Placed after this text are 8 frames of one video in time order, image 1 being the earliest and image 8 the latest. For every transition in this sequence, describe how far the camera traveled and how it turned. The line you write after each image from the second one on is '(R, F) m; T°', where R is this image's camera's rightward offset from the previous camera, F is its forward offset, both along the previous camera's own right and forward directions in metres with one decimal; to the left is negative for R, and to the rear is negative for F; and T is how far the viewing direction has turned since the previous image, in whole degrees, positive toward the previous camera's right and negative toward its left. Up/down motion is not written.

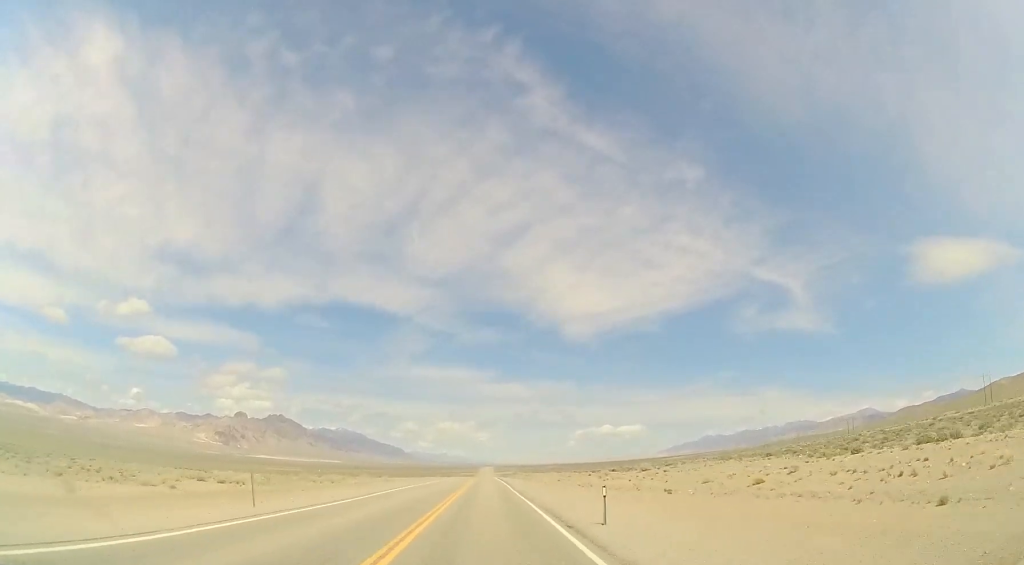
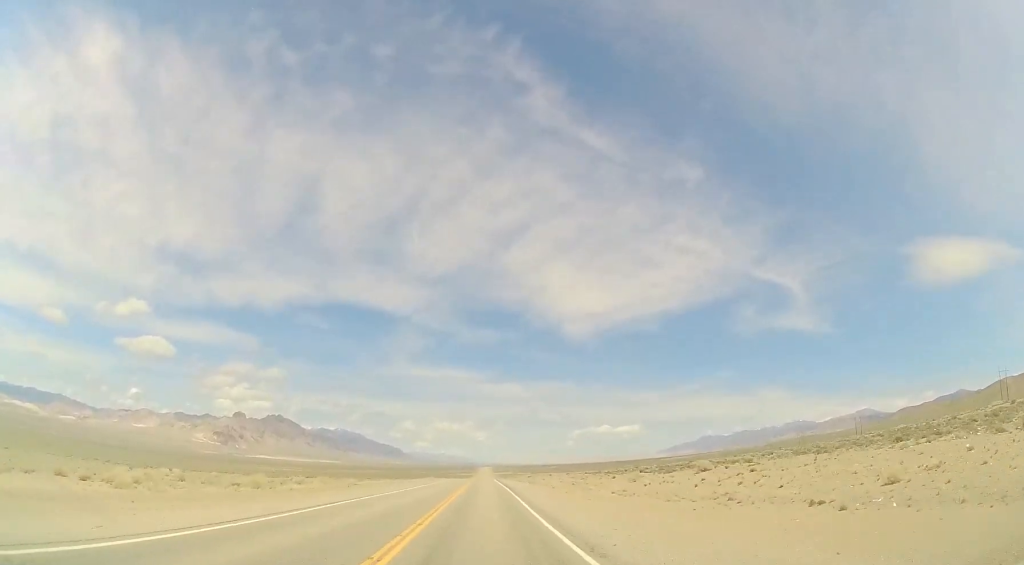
(+0.1, +15.8) m; 0°
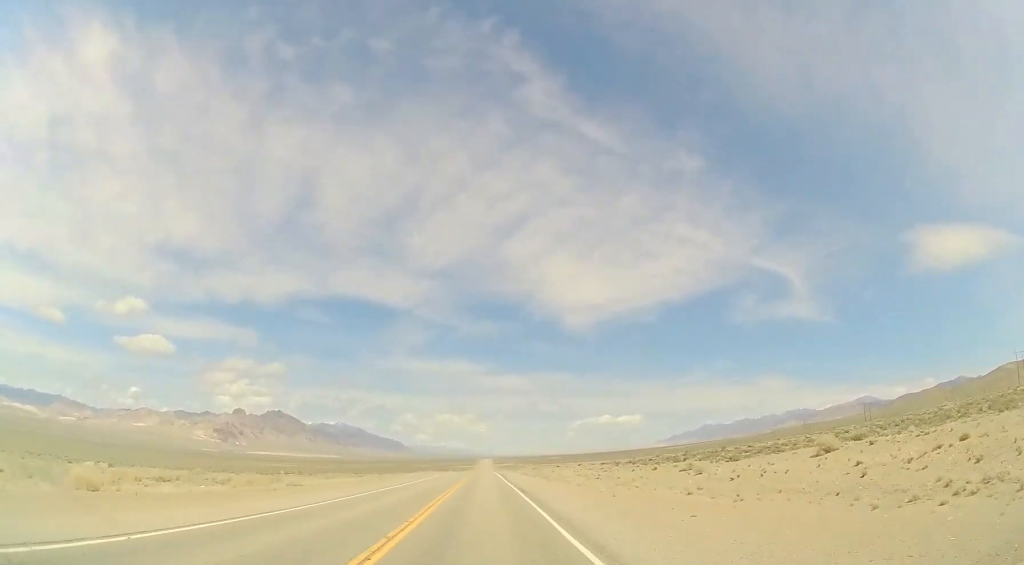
(0.0, +15.8) m; 0°
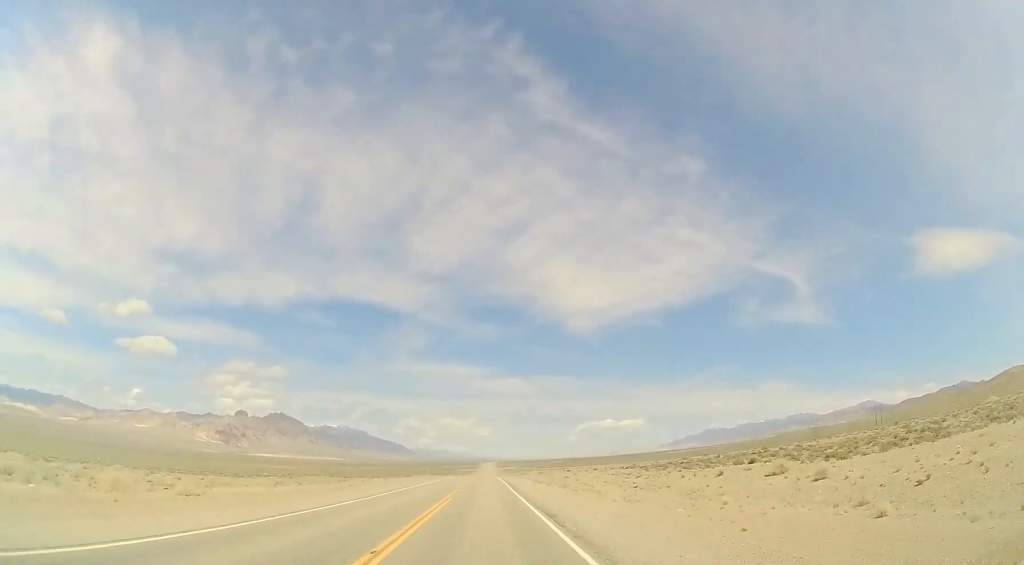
(+0.2, +13.7) m; 0°
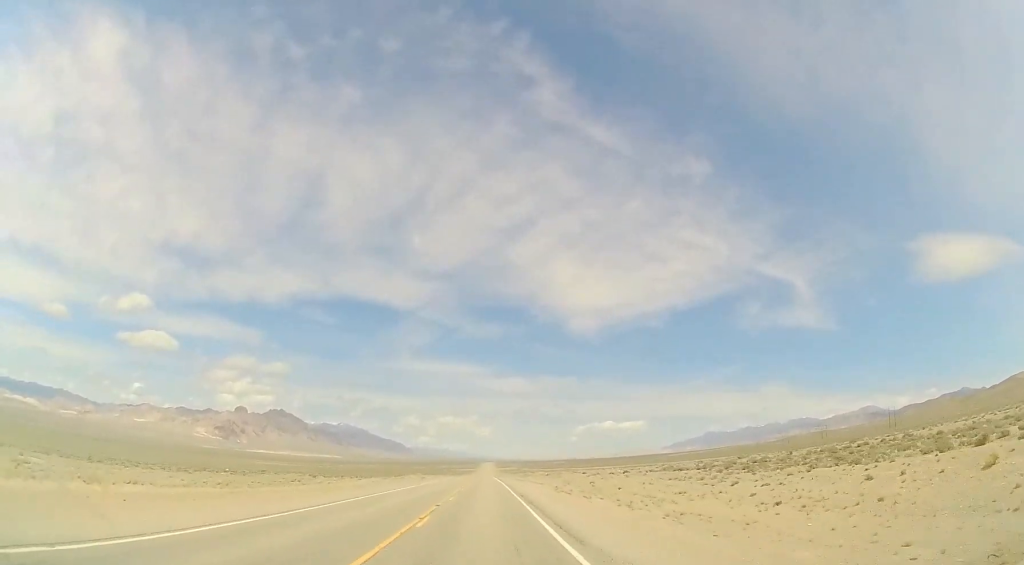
(0.0, +22.2) m; -1°
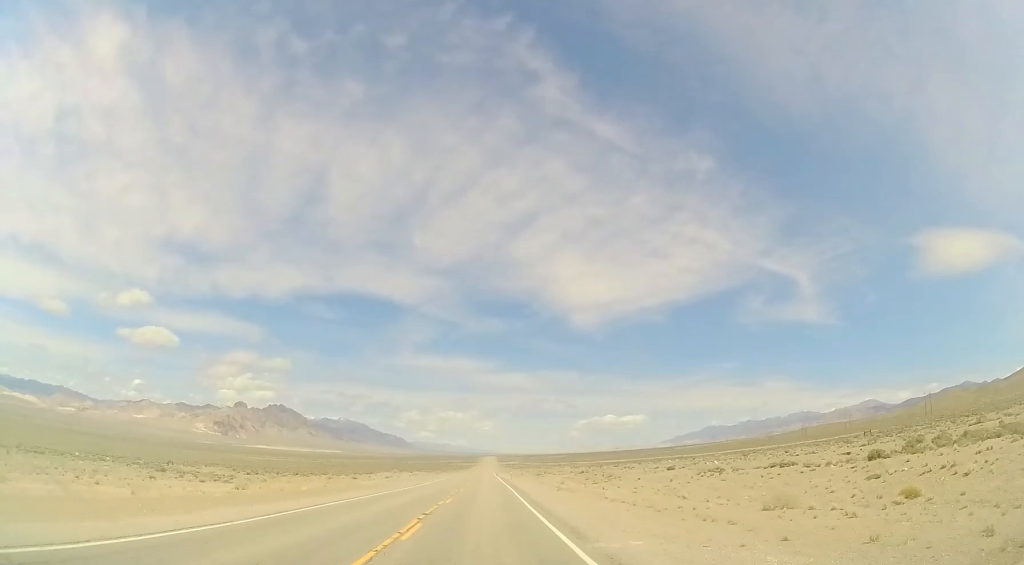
(-0.4, +52.6) m; -1°
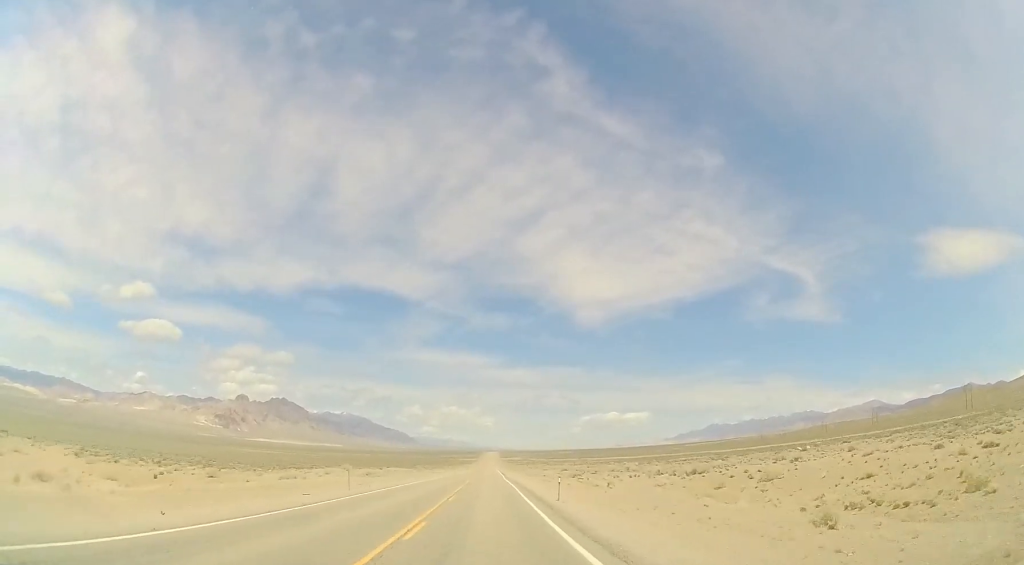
(-0.2, +49.7) m; 0°
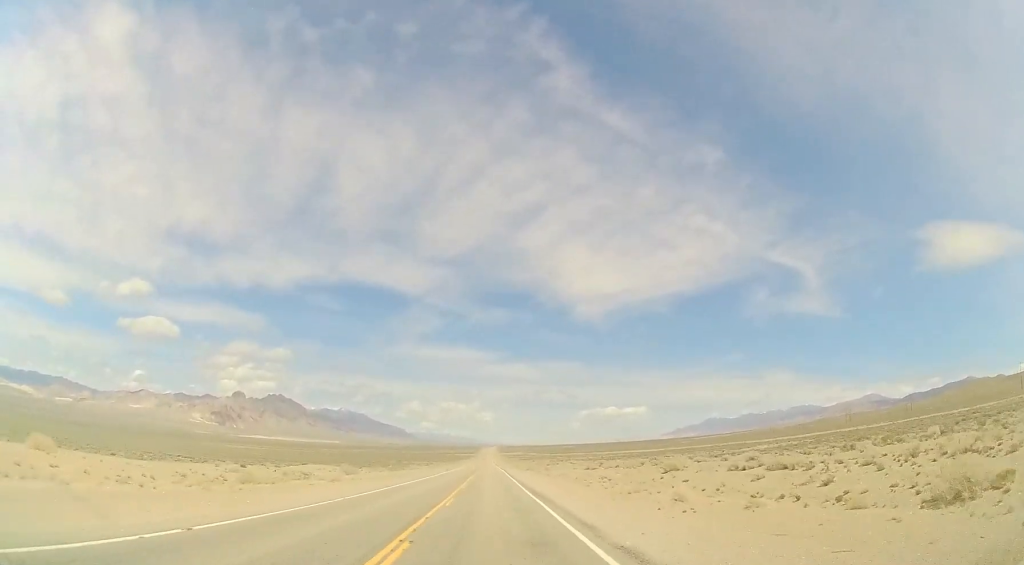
(-0.3, +64.7) m; -1°
